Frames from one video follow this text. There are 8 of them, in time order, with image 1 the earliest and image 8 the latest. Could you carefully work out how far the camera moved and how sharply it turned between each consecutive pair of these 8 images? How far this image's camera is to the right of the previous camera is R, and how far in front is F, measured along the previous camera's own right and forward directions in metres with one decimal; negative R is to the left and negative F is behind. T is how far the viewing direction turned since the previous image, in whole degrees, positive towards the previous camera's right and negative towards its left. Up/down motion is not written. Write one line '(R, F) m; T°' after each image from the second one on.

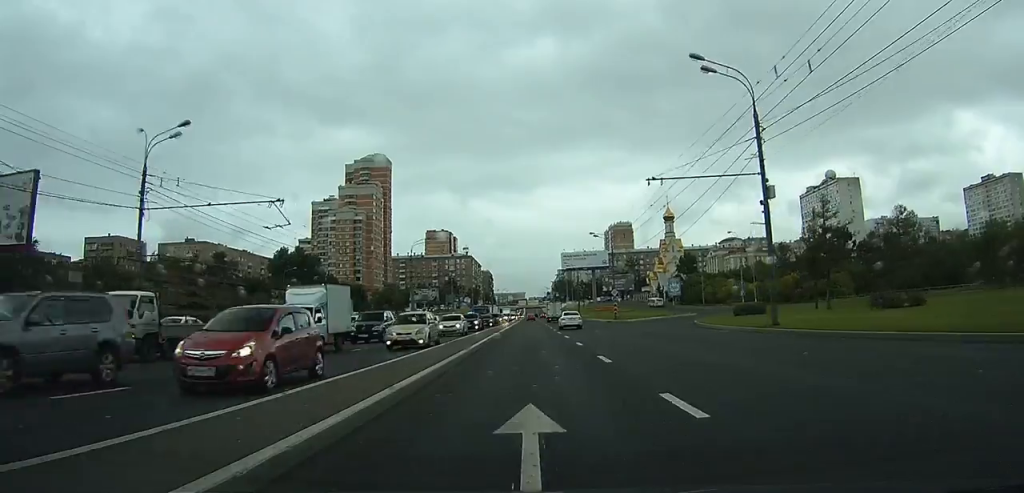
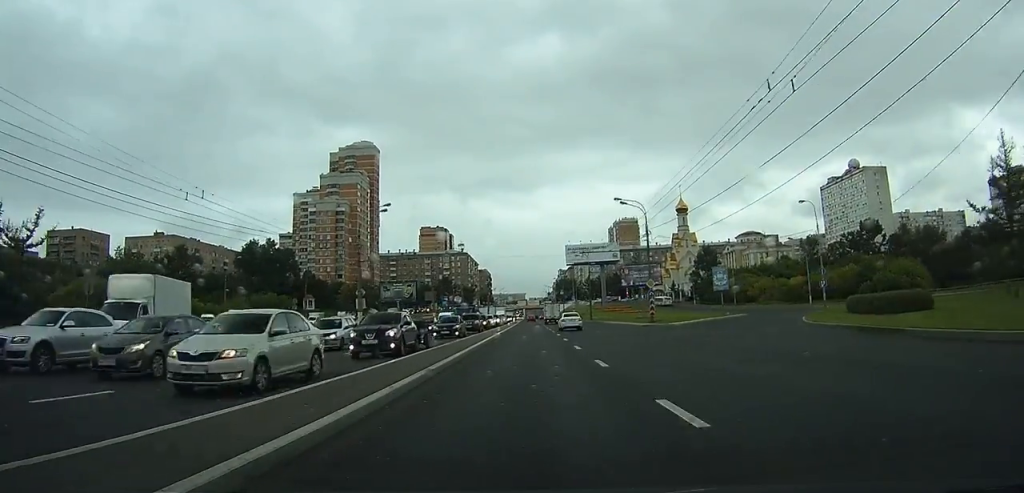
(-0.1, +24.7) m; 0°
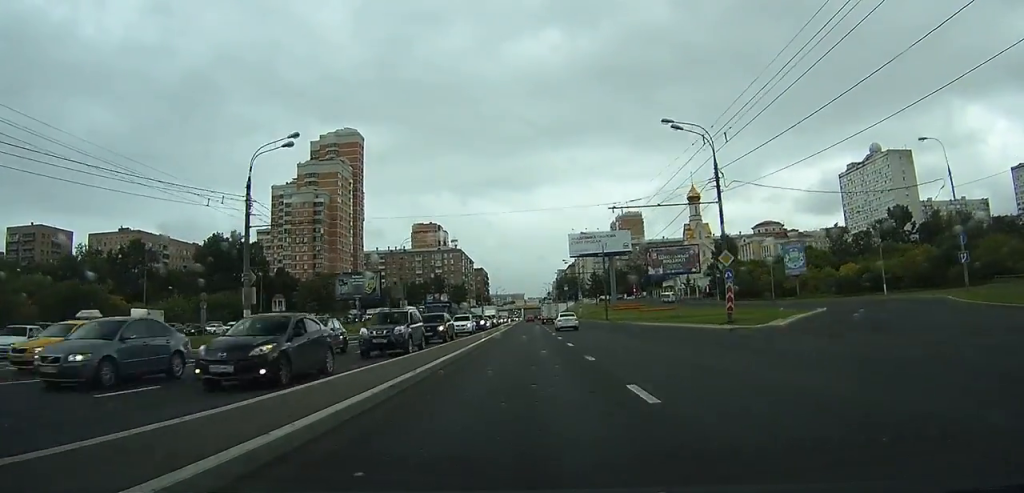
(+0.1, +22.6) m; 0°
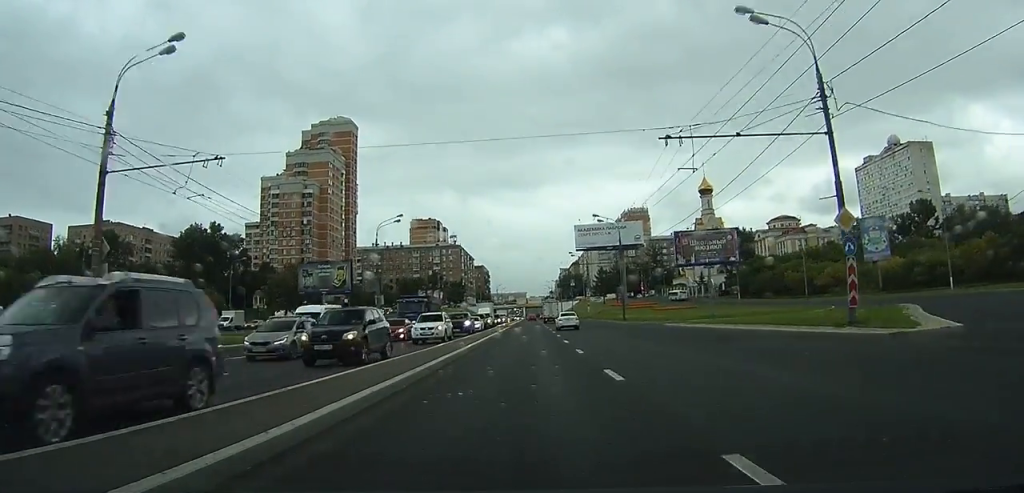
(0.0, +13.2) m; 0°
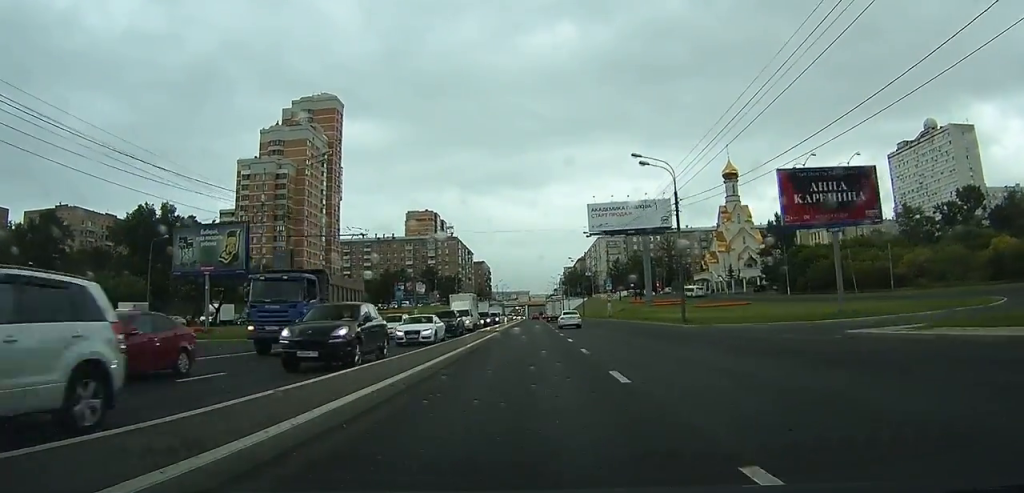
(-0.1, +24.4) m; -1°
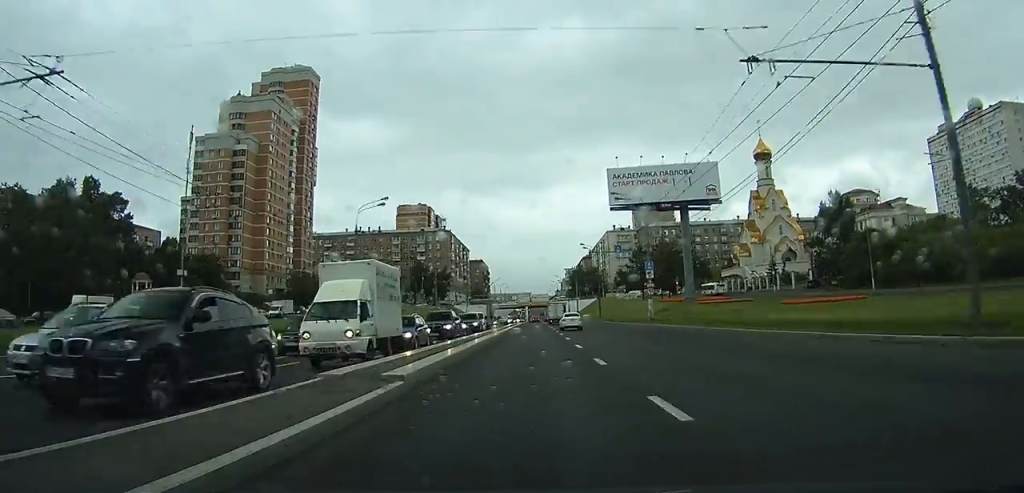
(-0.2, +27.7) m; 0°
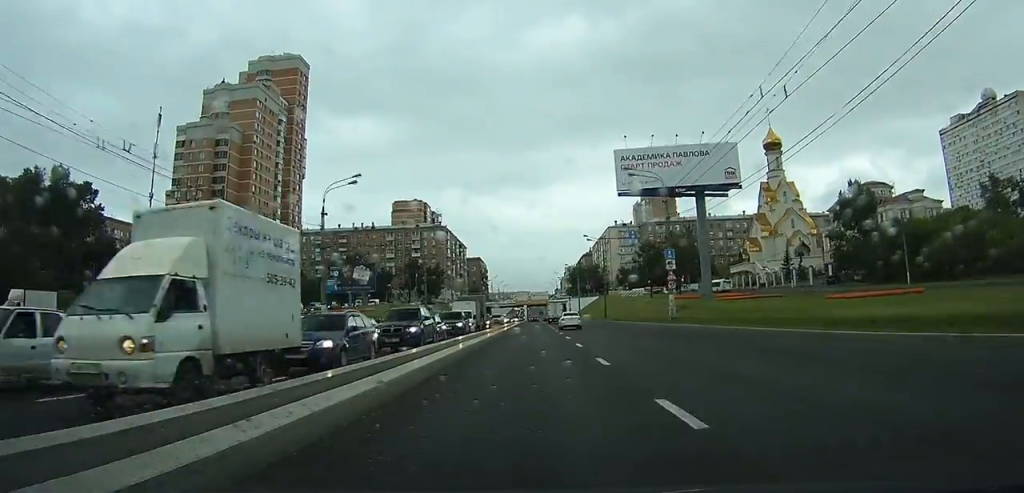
(0.0, +8.6) m; 0°
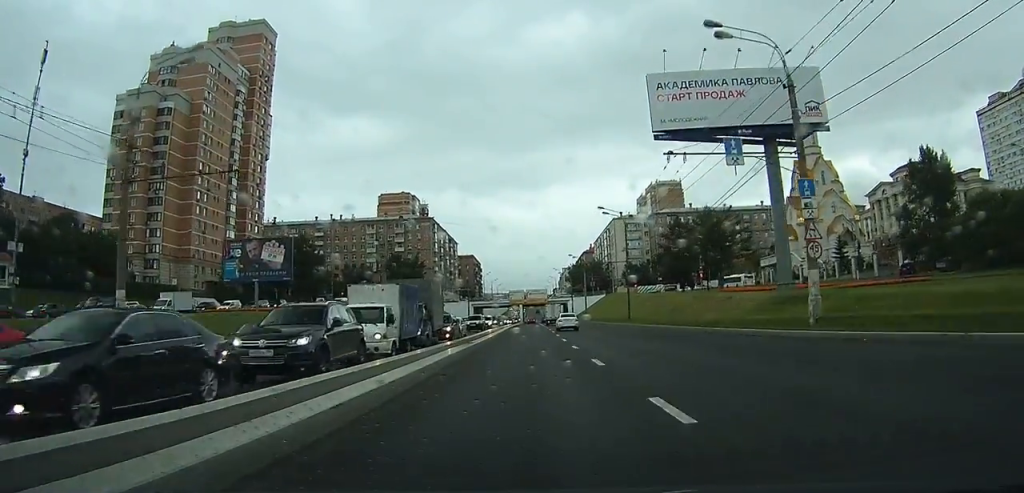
(0.0, +23.7) m; 0°
